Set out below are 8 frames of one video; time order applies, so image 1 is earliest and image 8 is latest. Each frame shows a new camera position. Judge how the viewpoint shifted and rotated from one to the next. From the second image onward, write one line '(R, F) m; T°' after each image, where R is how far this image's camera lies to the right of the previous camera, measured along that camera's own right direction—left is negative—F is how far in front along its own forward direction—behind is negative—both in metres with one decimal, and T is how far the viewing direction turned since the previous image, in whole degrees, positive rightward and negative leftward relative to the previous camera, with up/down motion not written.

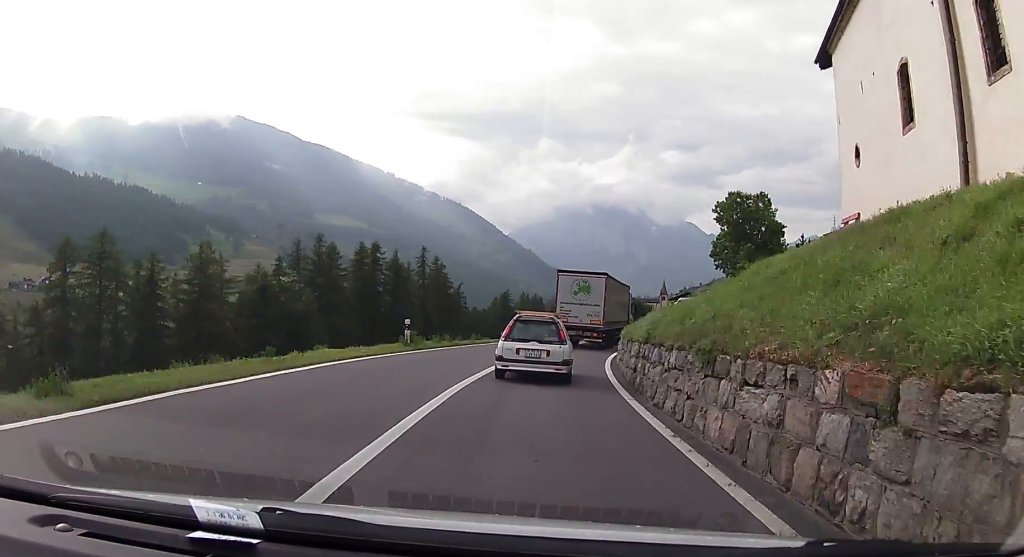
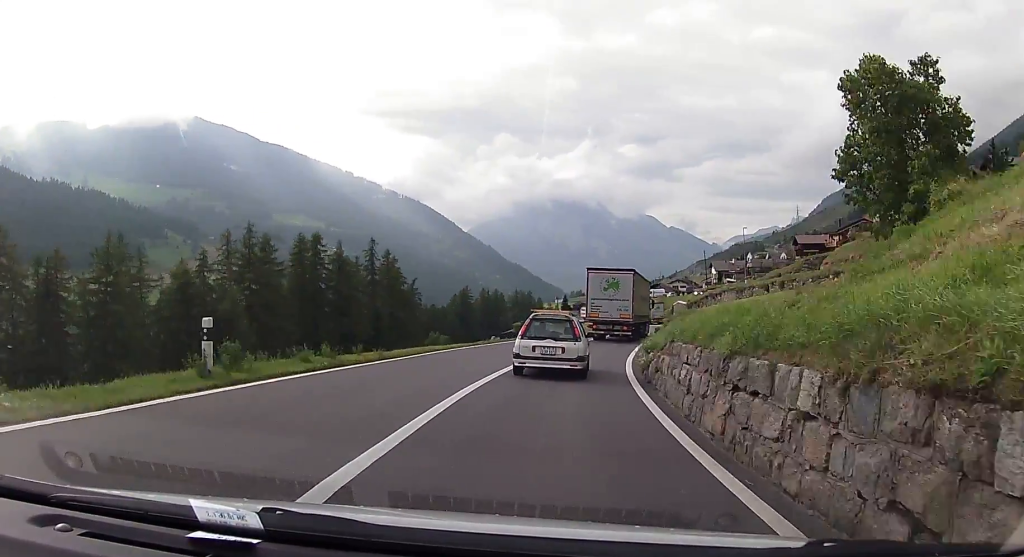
(+0.5, +13.9) m; +4°
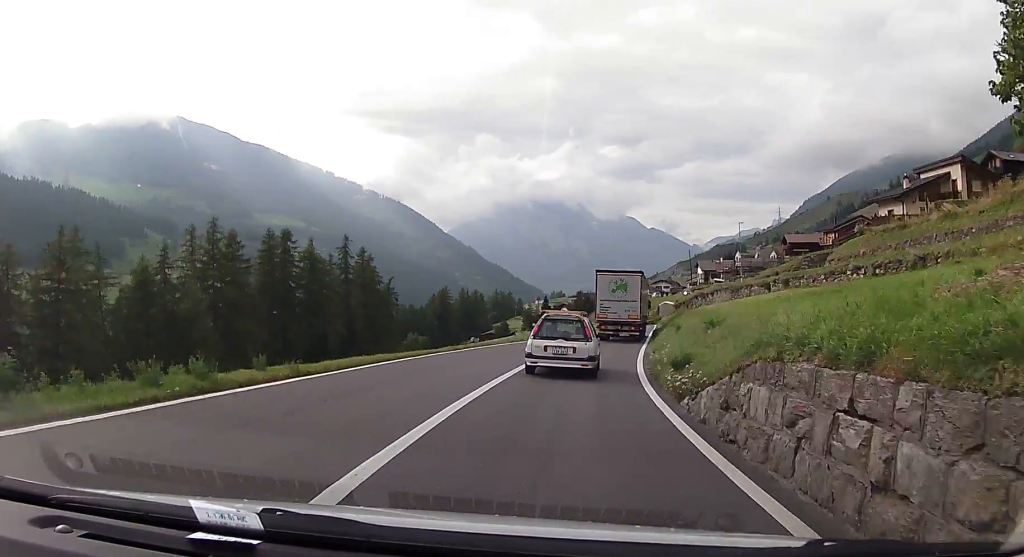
(+0.1, +6.2) m; +2°
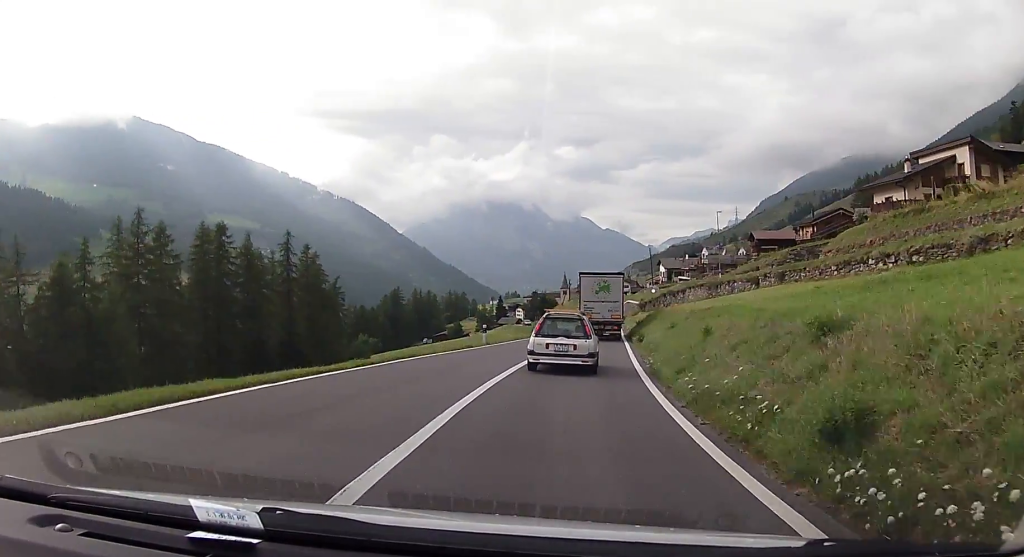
(+0.3, +9.7) m; +2°
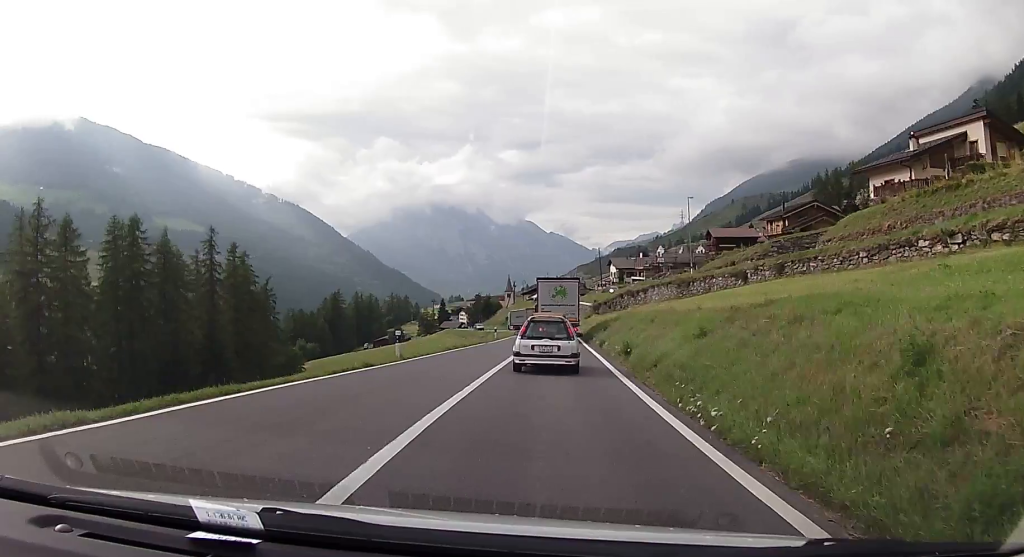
(+0.2, +11.1) m; +2°
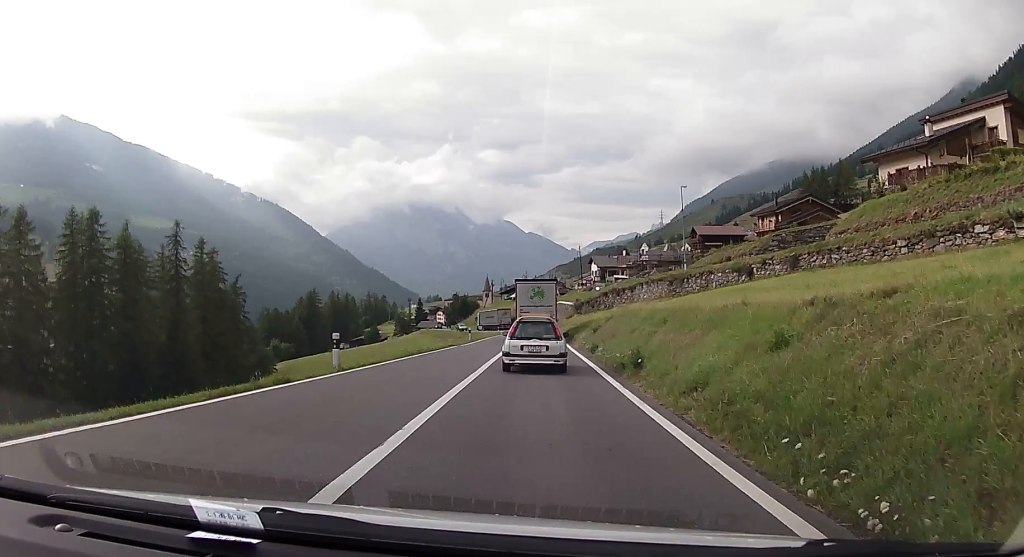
(0.0, +5.4) m; +1°
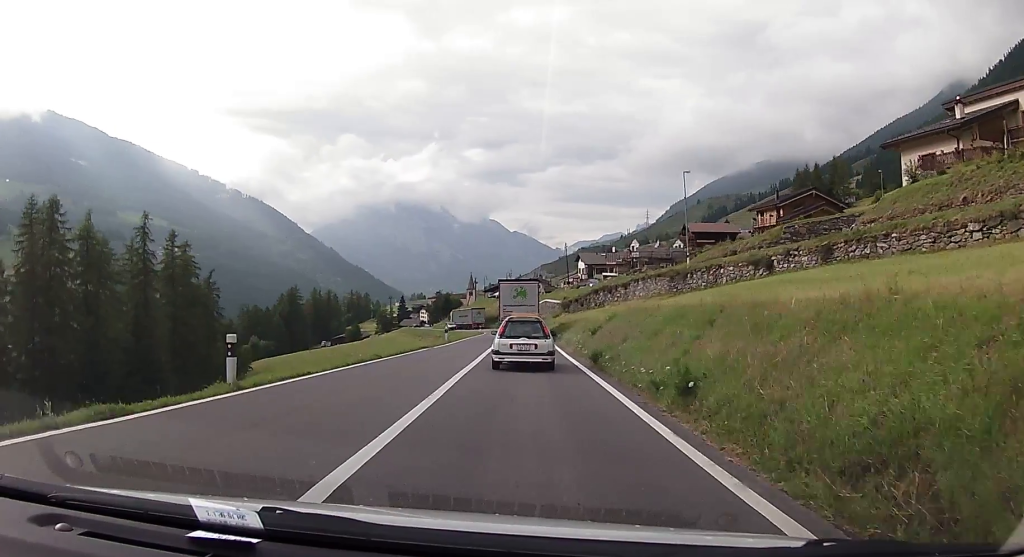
(0.0, +5.8) m; +1°
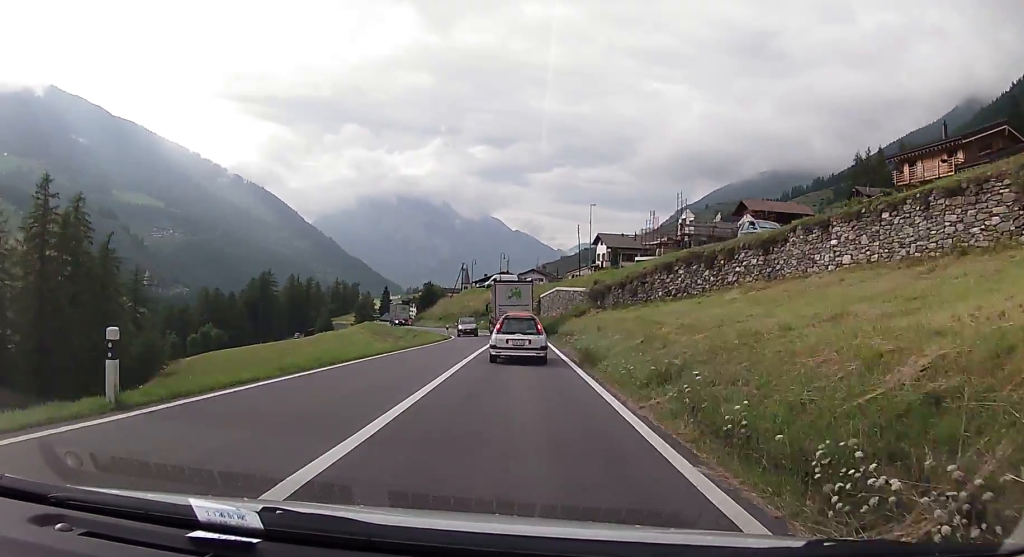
(+1.6, +37.8) m; +2°
